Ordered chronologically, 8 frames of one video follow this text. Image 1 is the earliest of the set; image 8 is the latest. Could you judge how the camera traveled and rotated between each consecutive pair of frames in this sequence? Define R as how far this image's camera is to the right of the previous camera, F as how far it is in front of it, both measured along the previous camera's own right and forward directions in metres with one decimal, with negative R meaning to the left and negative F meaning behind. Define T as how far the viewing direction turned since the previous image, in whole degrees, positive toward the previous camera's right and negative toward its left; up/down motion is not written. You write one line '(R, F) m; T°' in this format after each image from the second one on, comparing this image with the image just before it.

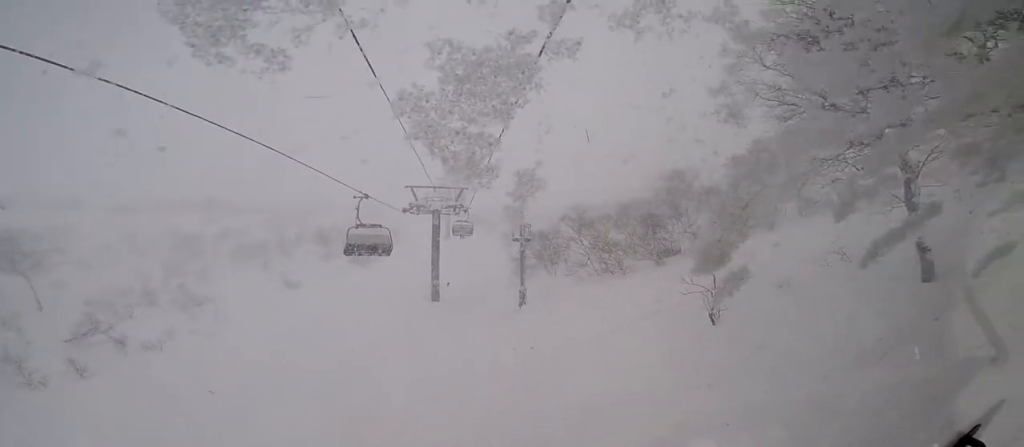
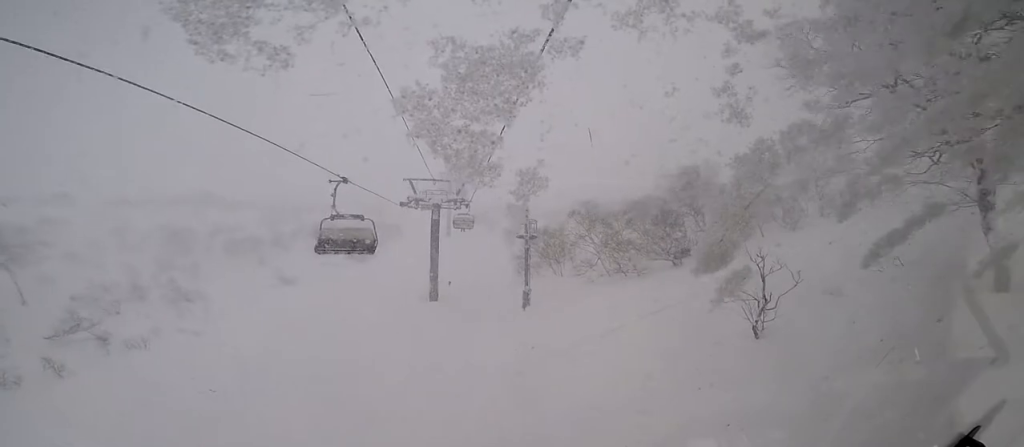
(0.0, +1.9) m; 0°
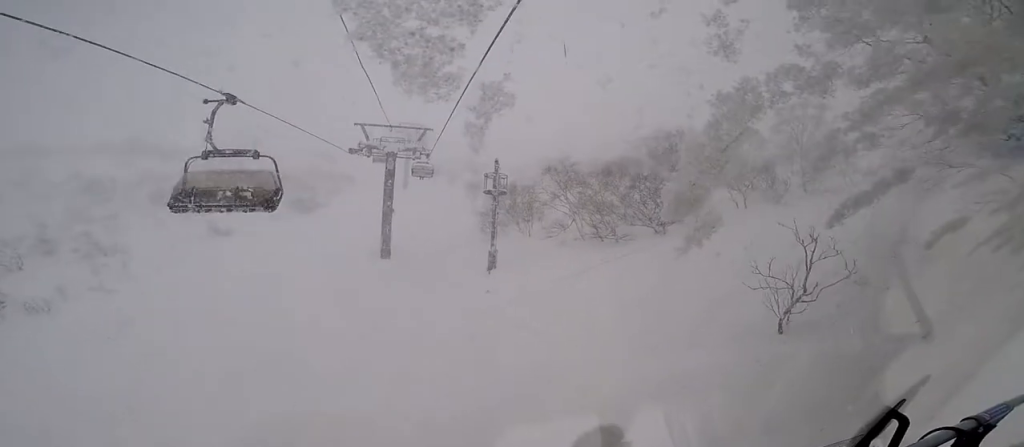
(0.0, +2.7) m; 0°
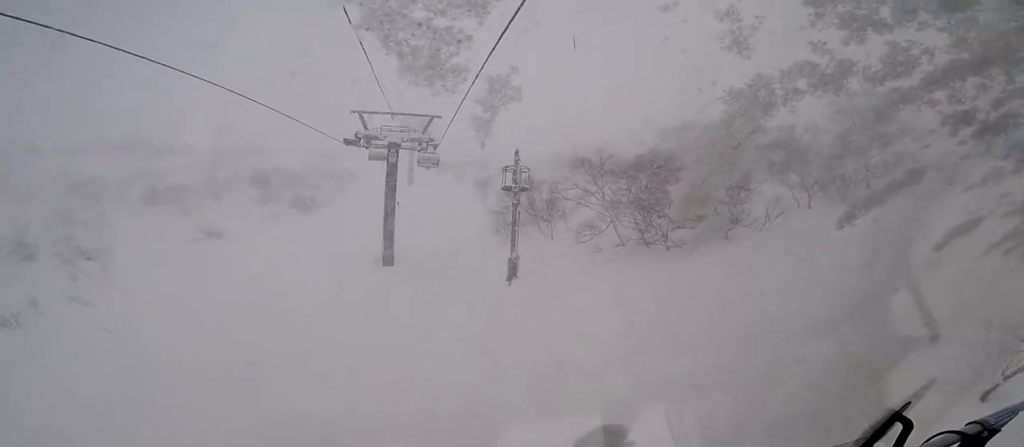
(0.0, +3.9) m; -1°
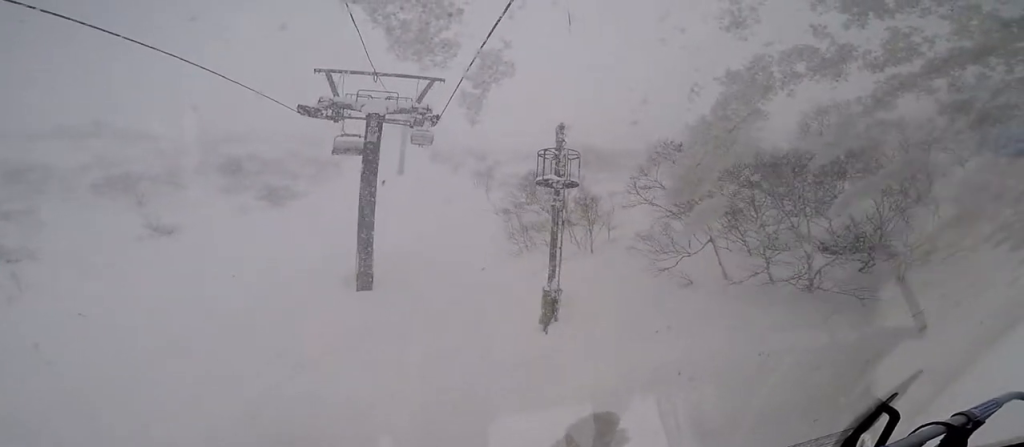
(0.0, +7.4) m; 0°
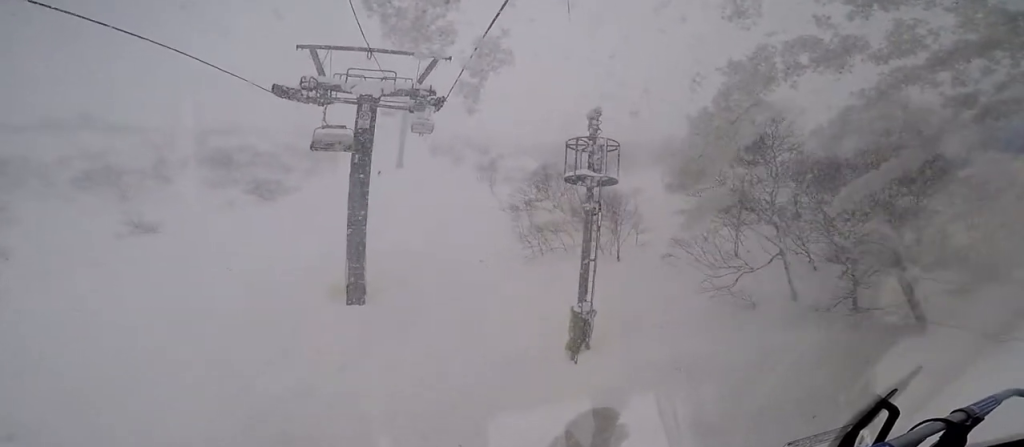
(0.0, +2.7) m; 0°
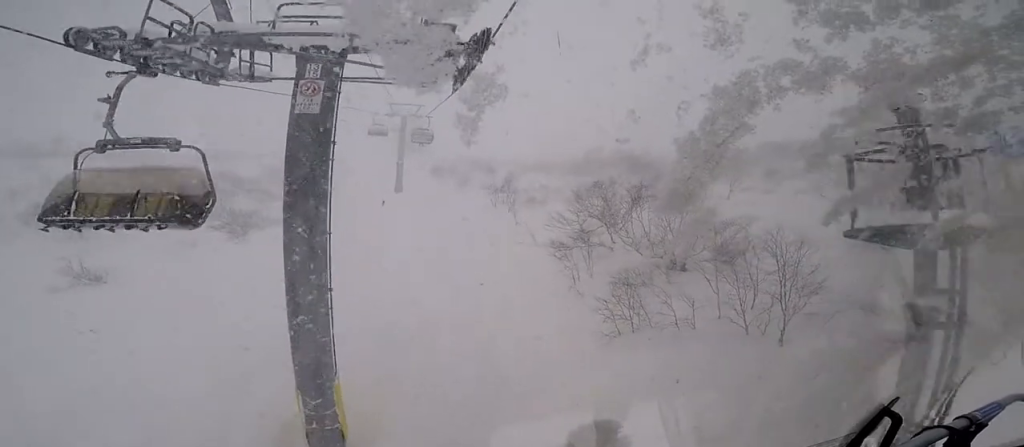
(-0.2, +7.7) m; -6°
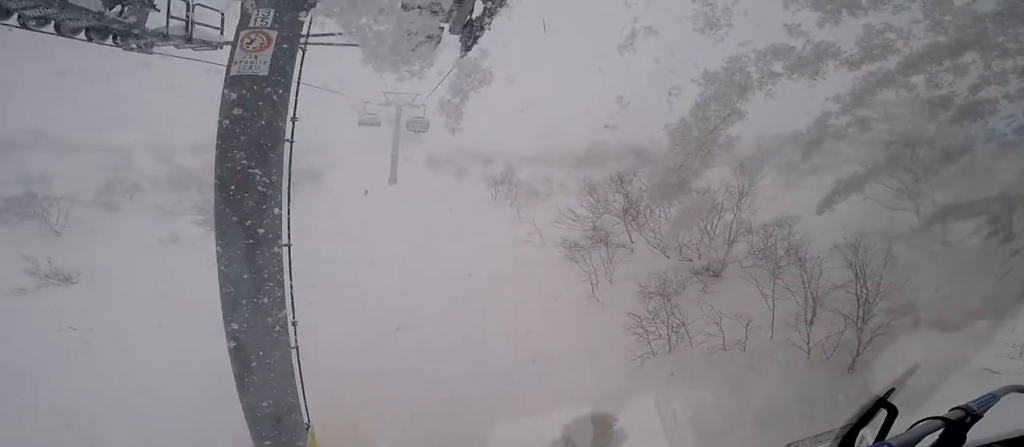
(-0.1, +2.1) m; -2°
